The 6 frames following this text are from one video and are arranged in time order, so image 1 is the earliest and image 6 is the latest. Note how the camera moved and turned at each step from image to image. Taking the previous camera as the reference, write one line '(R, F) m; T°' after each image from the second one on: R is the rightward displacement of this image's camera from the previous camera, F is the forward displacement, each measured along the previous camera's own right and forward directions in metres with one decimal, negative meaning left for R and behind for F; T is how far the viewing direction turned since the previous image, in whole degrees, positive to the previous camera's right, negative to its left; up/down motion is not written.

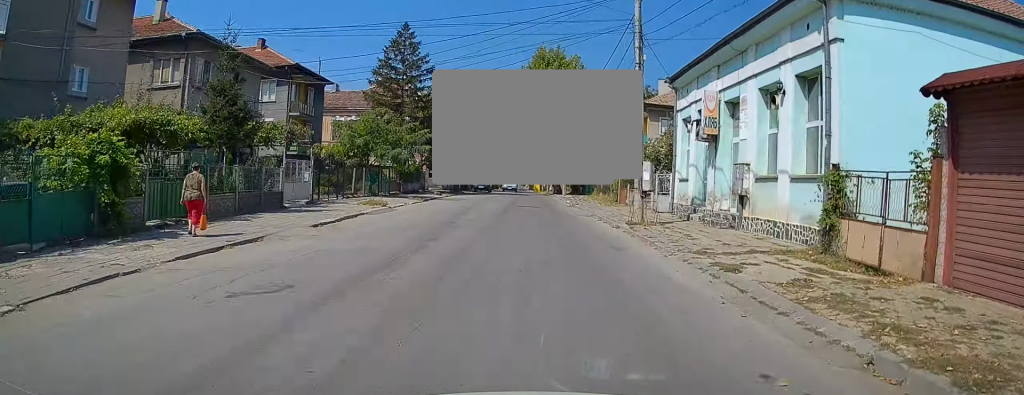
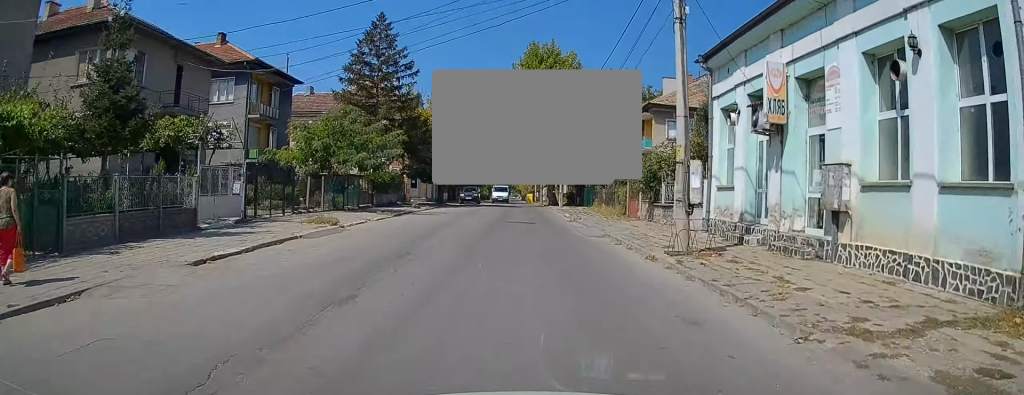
(-0.2, +6.0) m; -1°
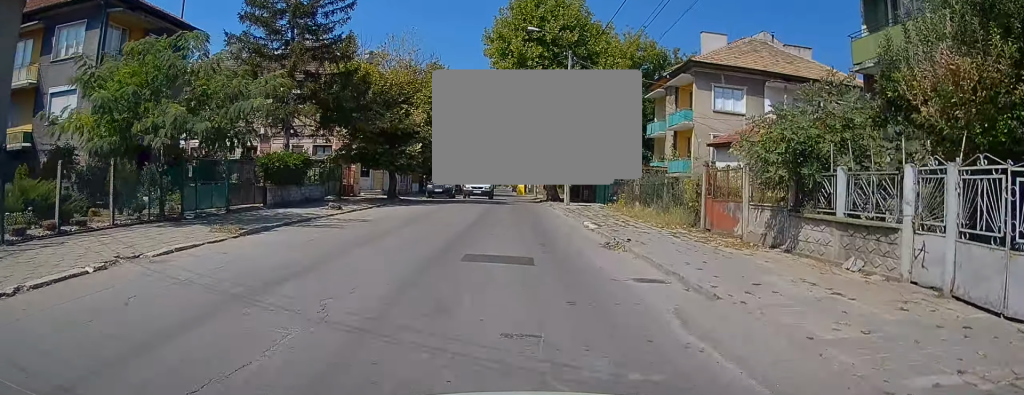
(+0.4, +15.4) m; +2°
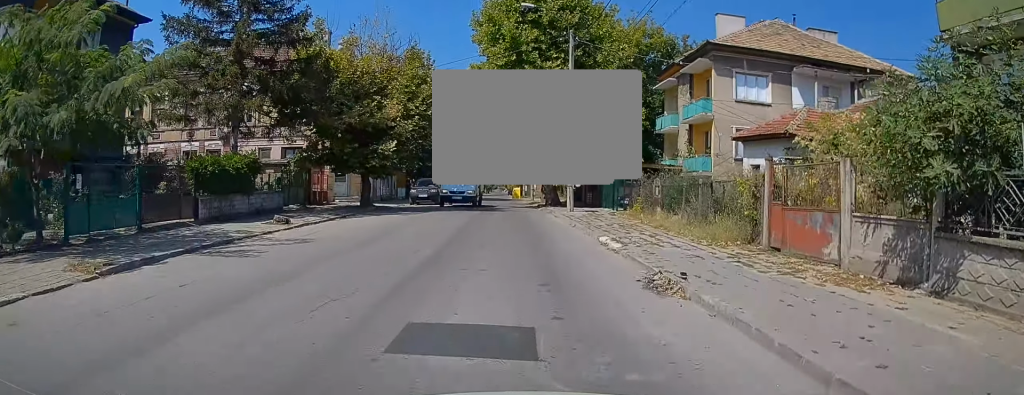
(+0.1, +5.1) m; 0°
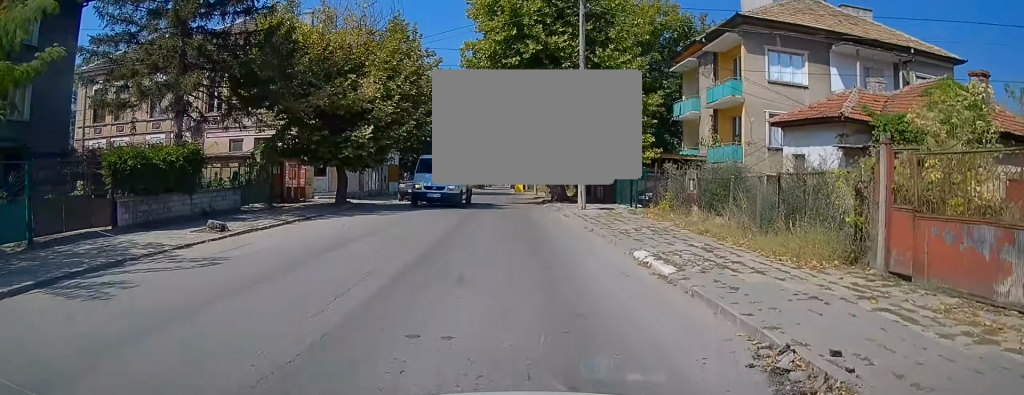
(-0.2, +4.5) m; 0°
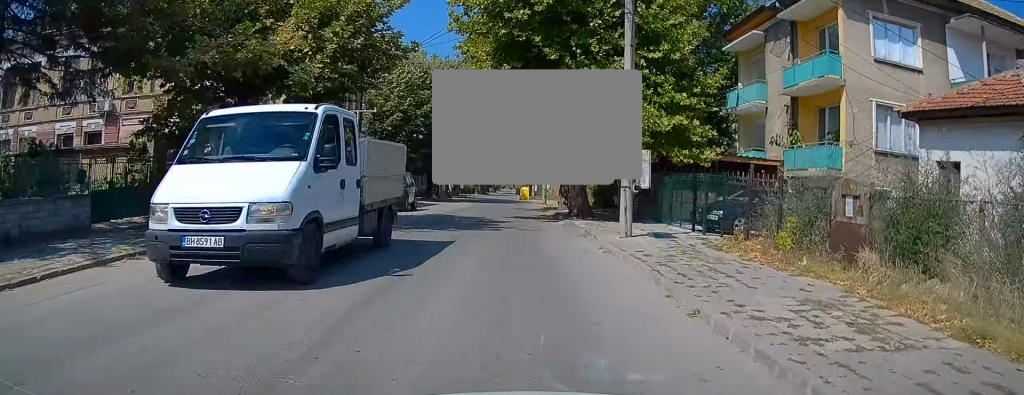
(0.0, +9.1) m; 0°
